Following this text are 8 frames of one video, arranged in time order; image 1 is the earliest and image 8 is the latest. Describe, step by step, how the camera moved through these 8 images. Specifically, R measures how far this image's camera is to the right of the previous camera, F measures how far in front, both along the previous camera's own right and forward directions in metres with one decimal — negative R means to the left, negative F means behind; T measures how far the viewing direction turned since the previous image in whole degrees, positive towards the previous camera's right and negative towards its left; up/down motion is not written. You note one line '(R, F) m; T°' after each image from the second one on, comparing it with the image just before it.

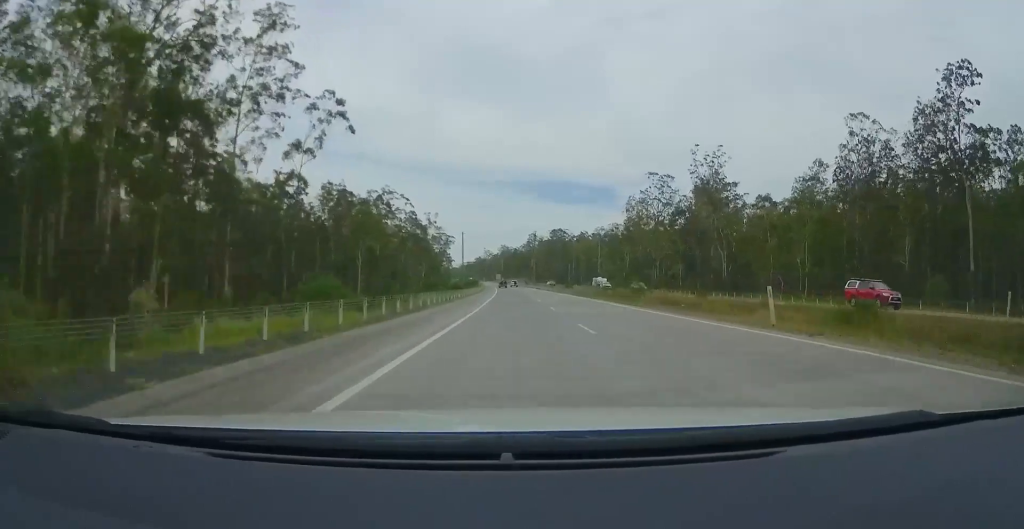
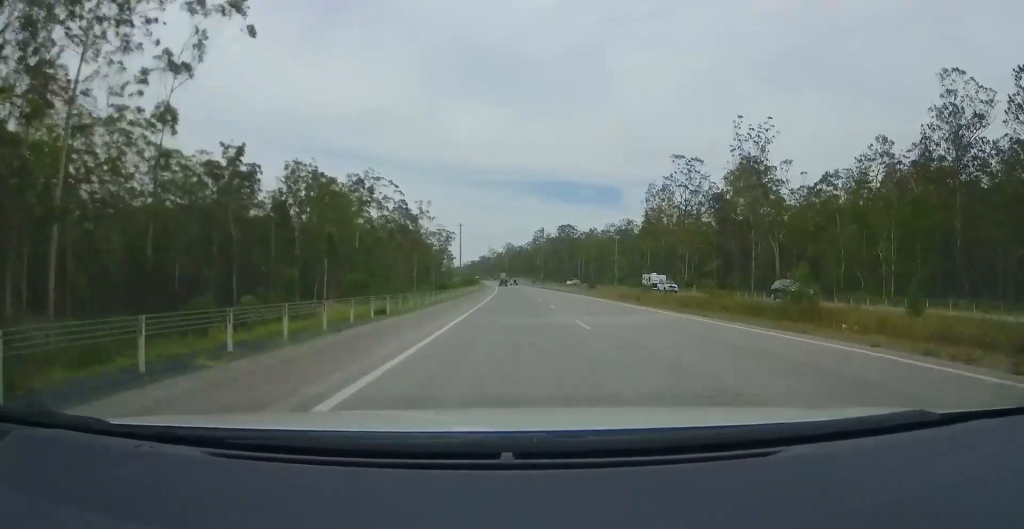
(-0.3, +22.9) m; 0°
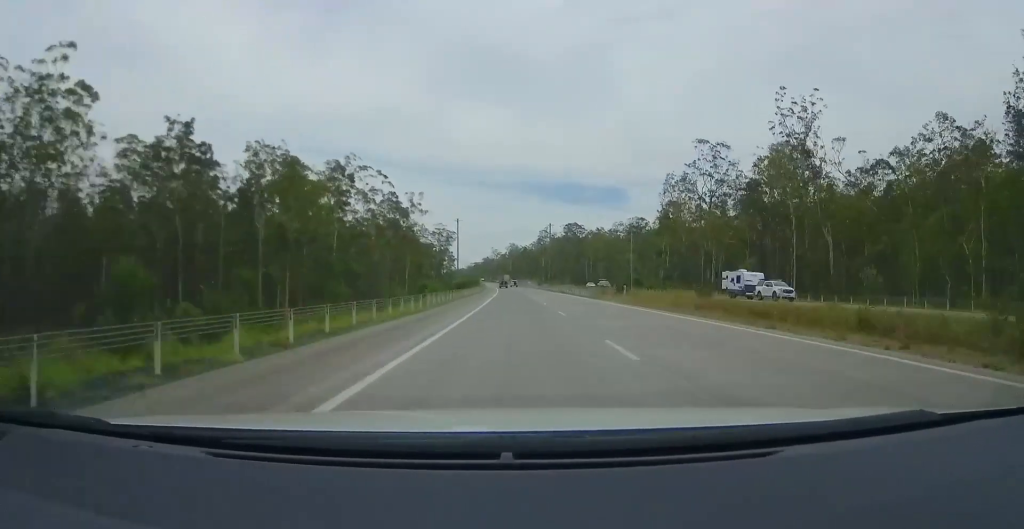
(+0.3, +16.9) m; 0°
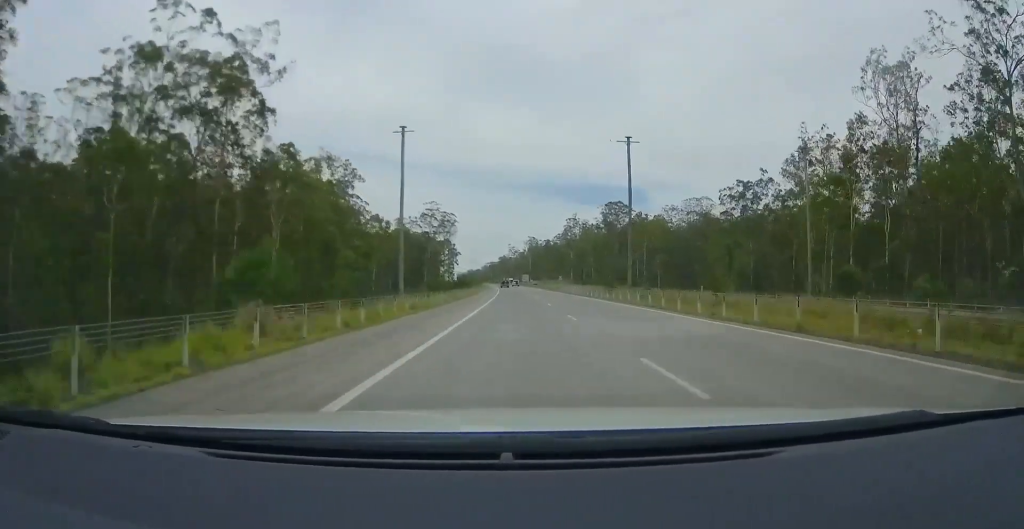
(-2.1, +85.8) m; -2°
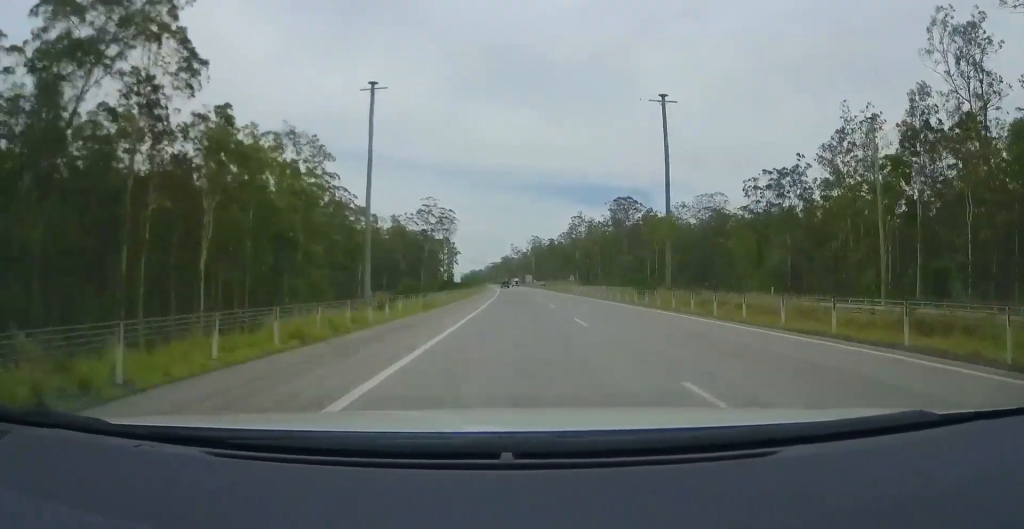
(0.0, +14.4) m; 0°
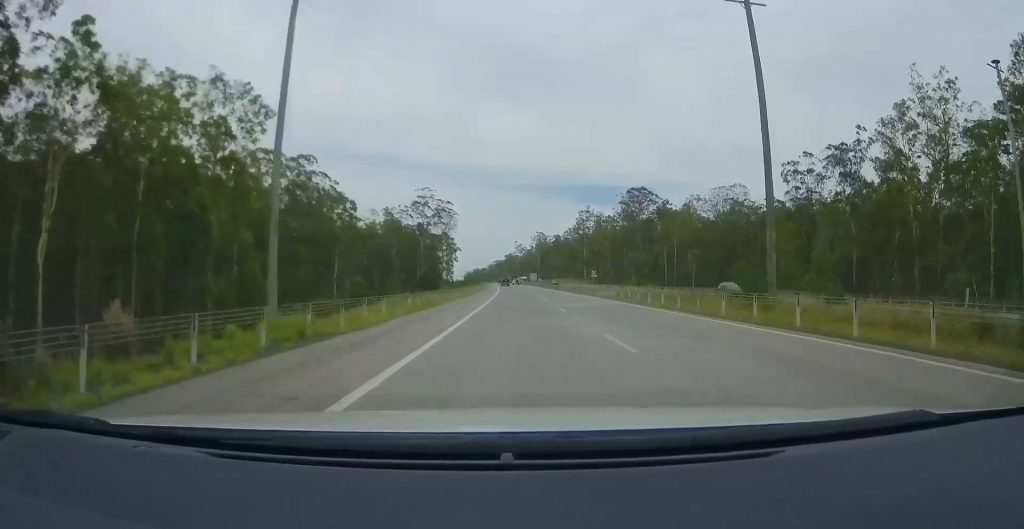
(-0.1, +18.0) m; -1°
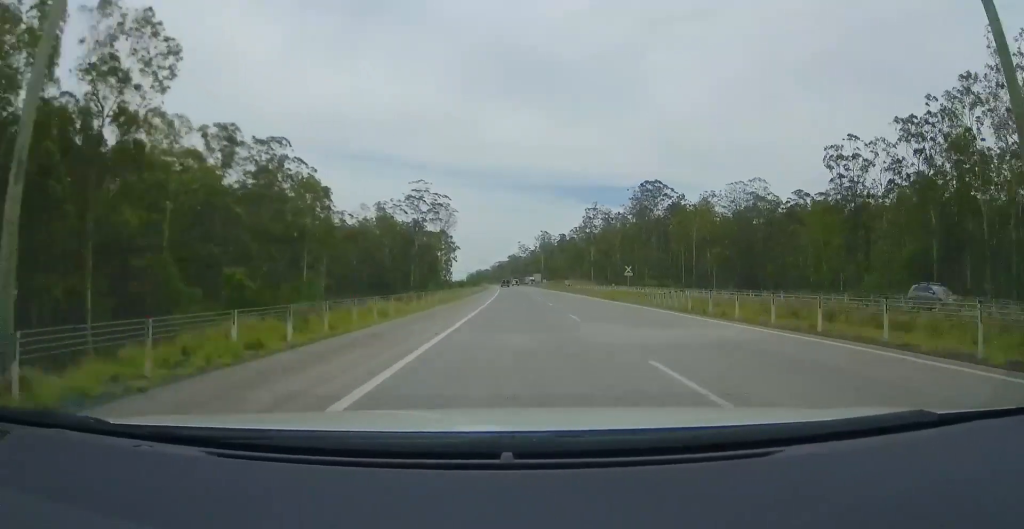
(-0.1, +15.6) m; 0°
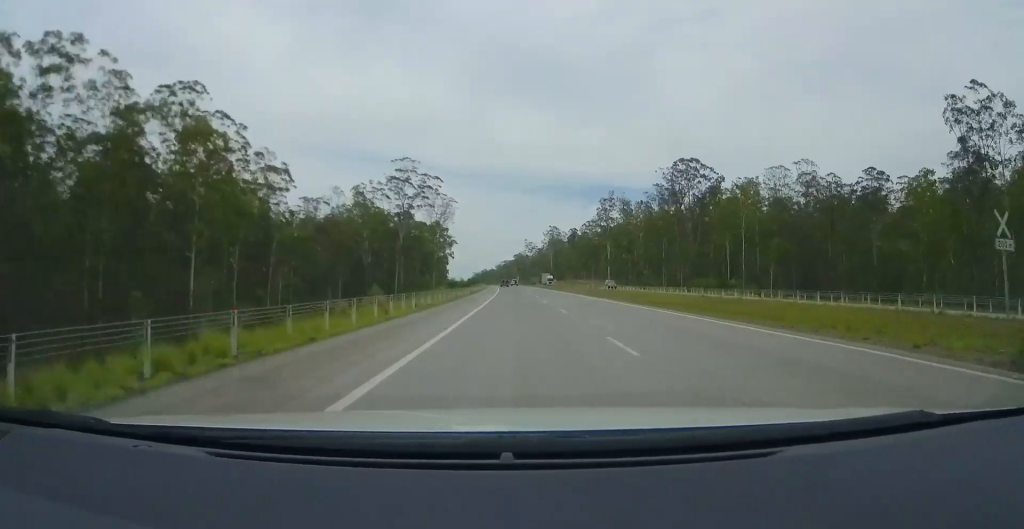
(-0.3, +32.4) m; 0°
